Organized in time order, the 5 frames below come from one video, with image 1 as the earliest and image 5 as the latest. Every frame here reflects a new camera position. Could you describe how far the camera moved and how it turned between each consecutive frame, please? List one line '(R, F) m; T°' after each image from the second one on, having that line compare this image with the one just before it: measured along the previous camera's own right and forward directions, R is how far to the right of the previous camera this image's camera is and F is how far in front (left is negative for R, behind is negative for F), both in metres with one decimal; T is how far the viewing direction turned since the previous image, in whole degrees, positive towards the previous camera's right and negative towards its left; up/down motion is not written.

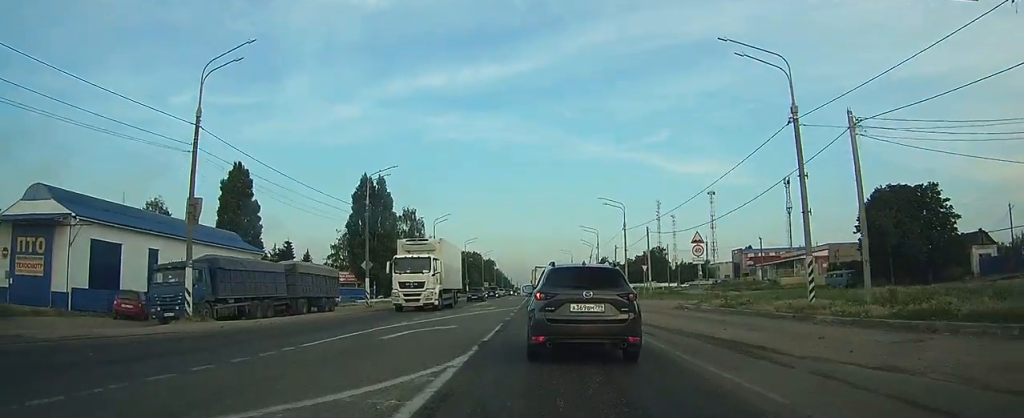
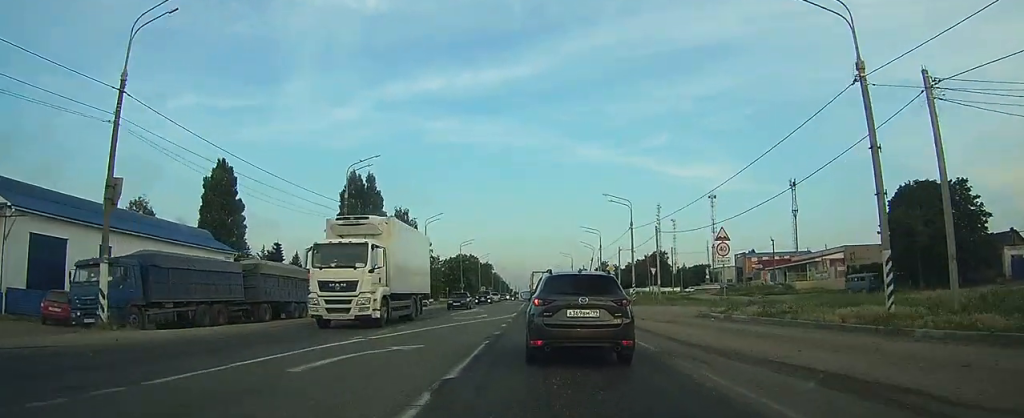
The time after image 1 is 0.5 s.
(0.0, +5.3) m; 0°
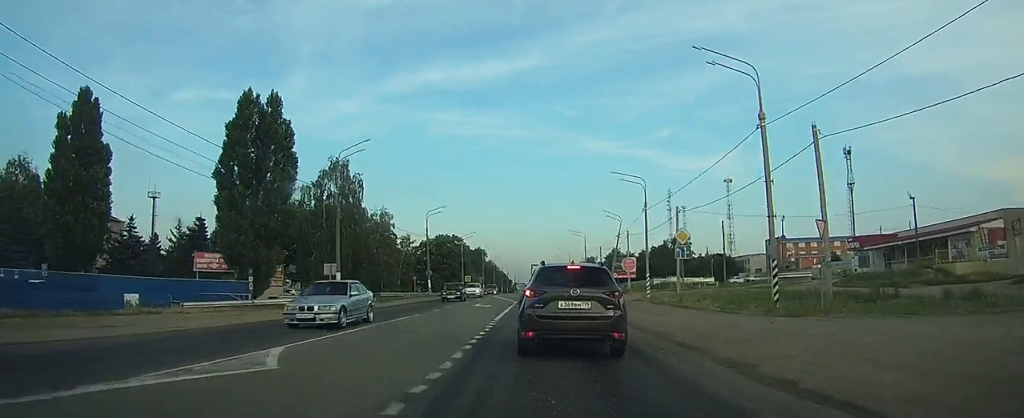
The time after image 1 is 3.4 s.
(0.0, +30.3) m; 0°
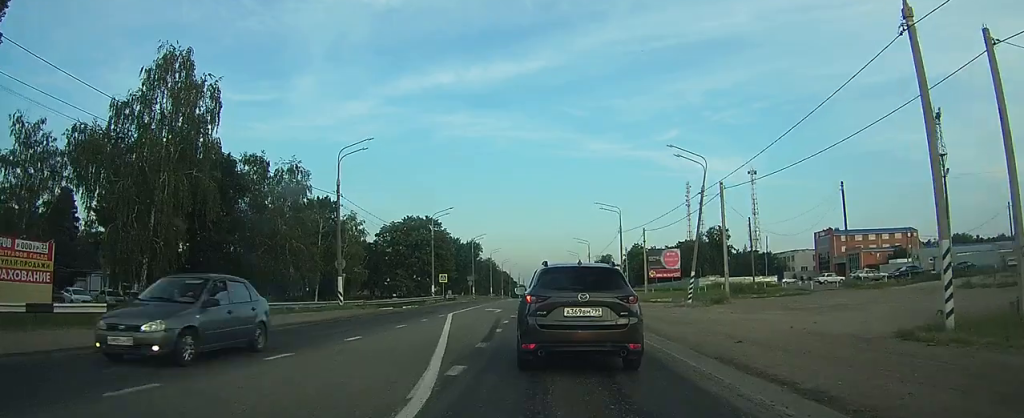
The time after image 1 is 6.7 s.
(+0.3, +33.8) m; 0°
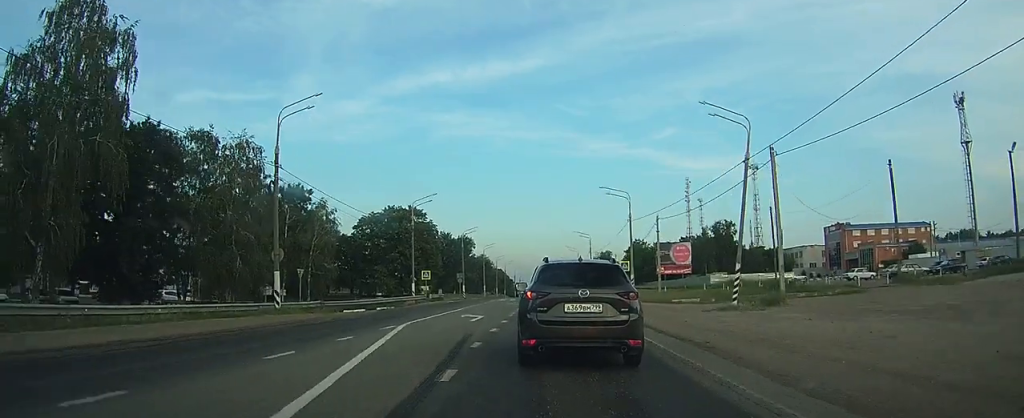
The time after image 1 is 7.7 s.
(0.0, +8.9) m; 0°
